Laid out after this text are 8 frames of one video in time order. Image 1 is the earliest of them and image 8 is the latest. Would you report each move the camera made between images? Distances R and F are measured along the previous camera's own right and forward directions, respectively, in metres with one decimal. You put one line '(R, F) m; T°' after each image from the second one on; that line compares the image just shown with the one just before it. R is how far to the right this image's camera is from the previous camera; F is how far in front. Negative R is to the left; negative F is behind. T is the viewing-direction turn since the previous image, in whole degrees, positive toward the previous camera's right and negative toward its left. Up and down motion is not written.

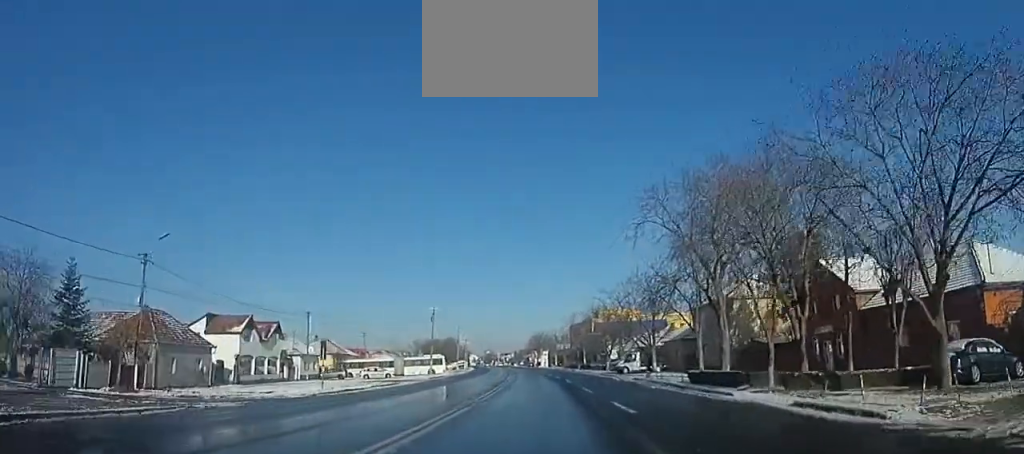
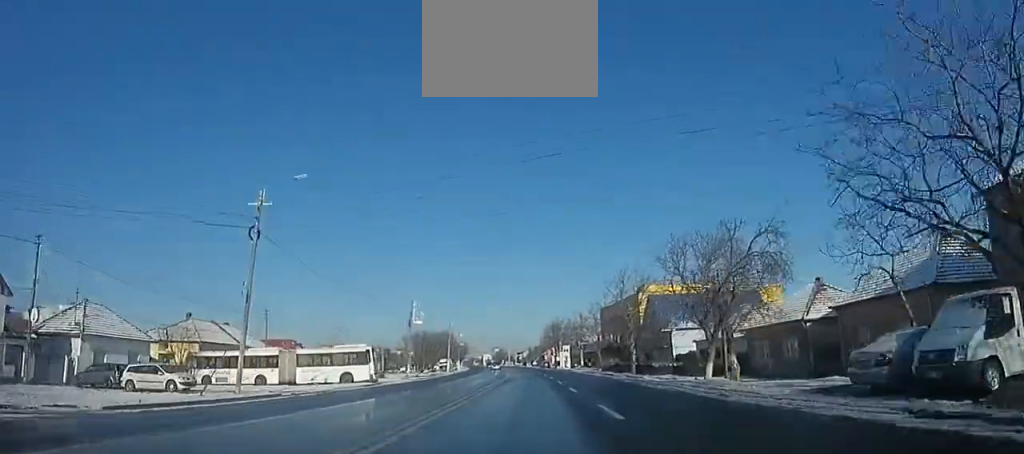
(-0.3, +48.4) m; -2°
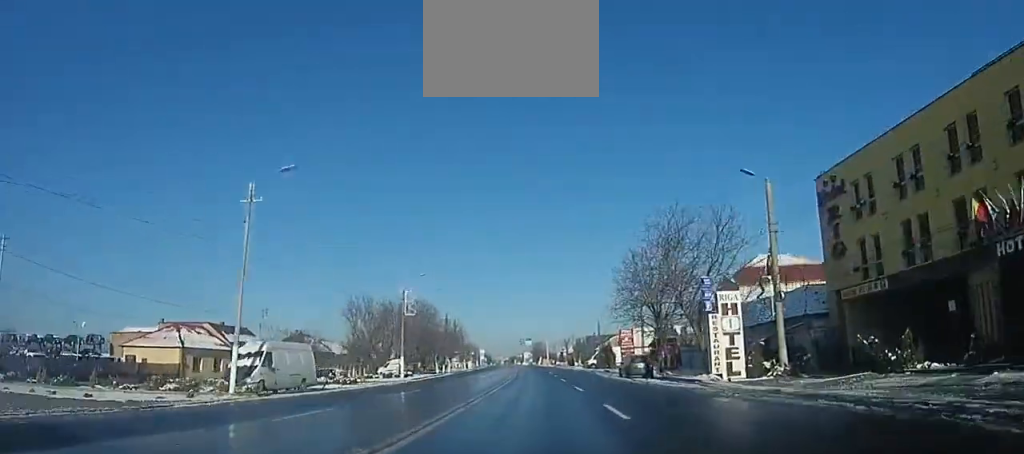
(-3.7, +58.8) m; -6°
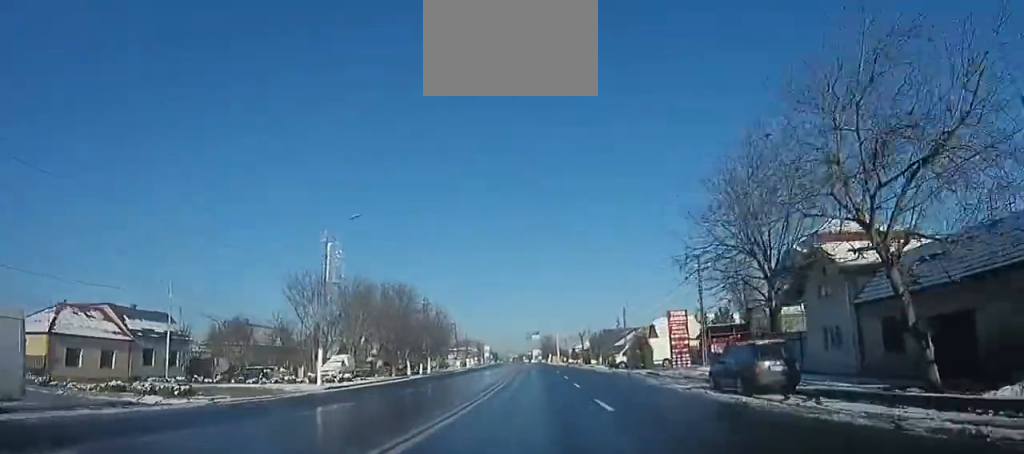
(-0.1, +15.5) m; 0°
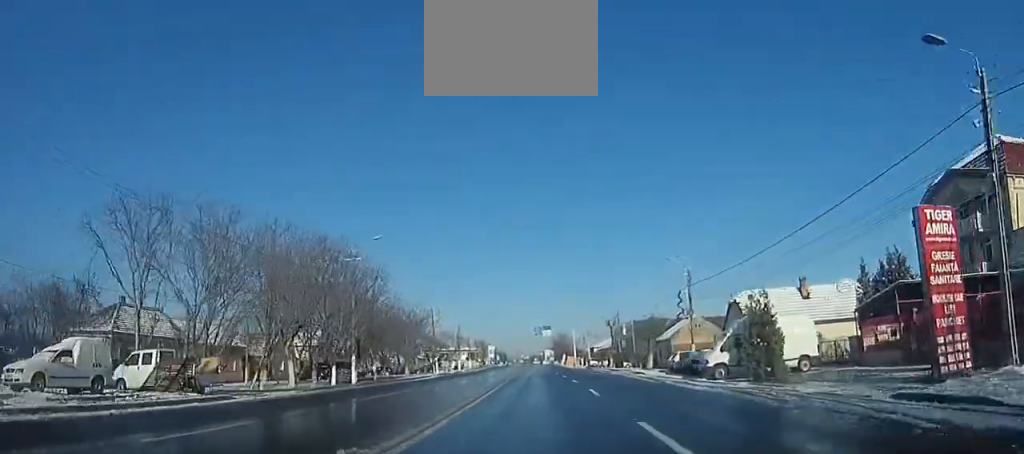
(0.0, +22.7) m; 0°
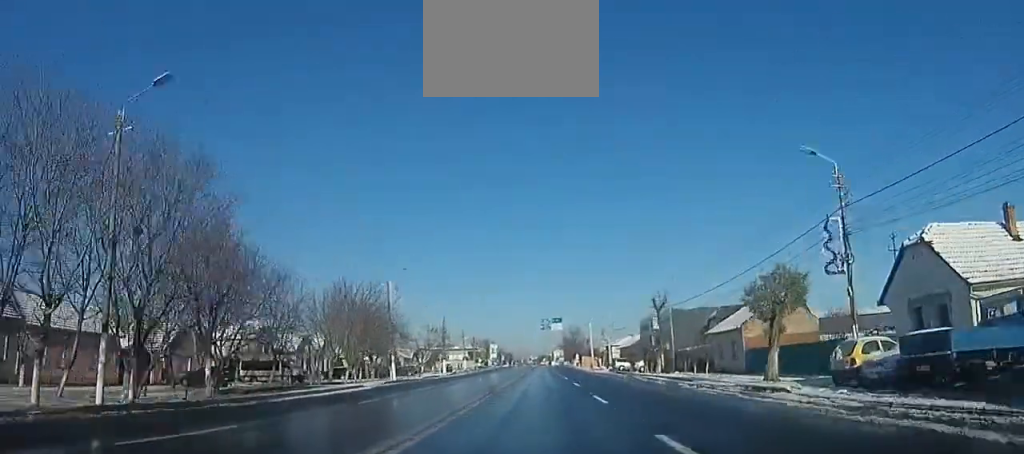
(0.0, +19.0) m; -1°
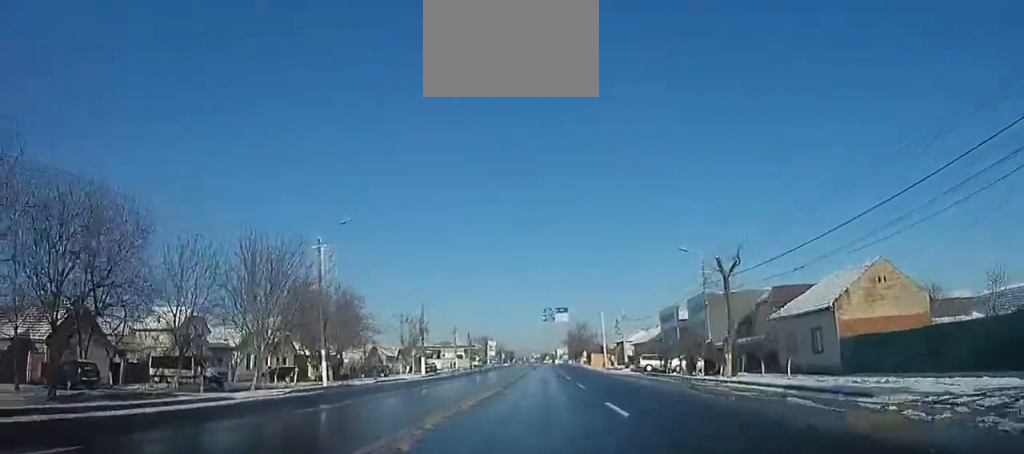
(+0.2, +12.8) m; -1°
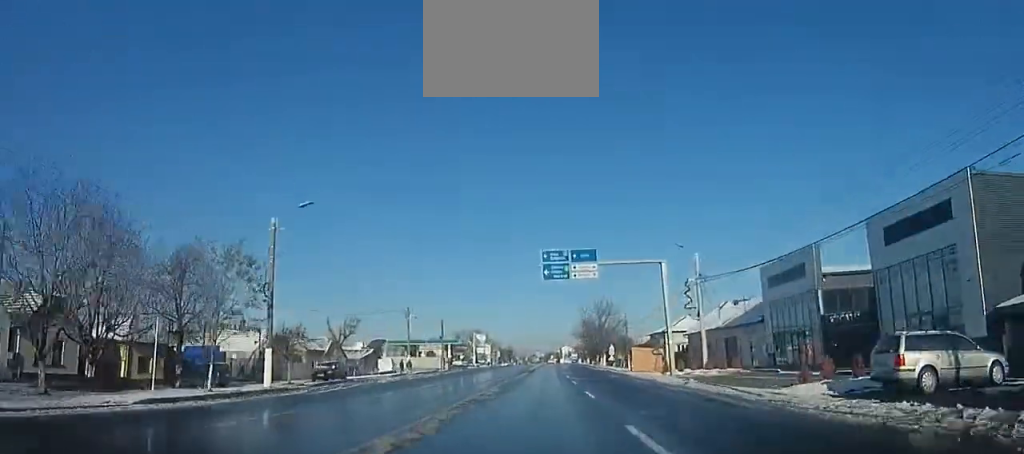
(-0.8, +31.5) m; -2°
